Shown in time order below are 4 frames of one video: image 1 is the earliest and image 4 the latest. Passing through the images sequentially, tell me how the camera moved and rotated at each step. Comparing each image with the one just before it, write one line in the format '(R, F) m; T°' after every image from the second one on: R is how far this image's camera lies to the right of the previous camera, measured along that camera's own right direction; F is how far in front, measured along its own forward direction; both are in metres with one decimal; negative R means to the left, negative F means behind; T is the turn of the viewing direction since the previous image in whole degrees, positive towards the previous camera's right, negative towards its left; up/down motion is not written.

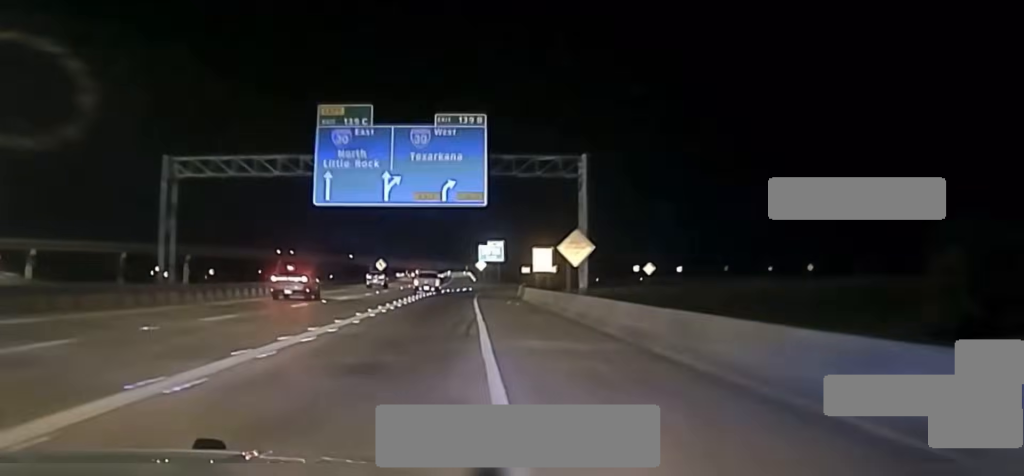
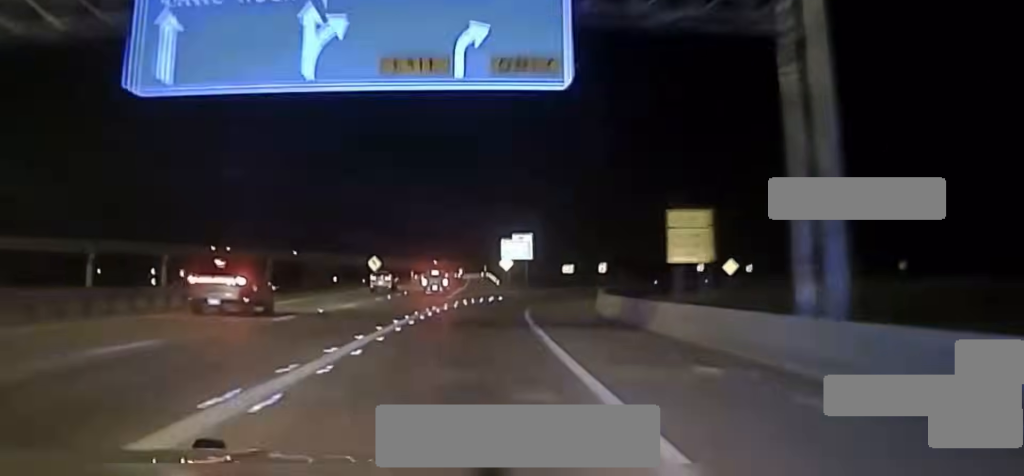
(-0.4, +35.4) m; -1°
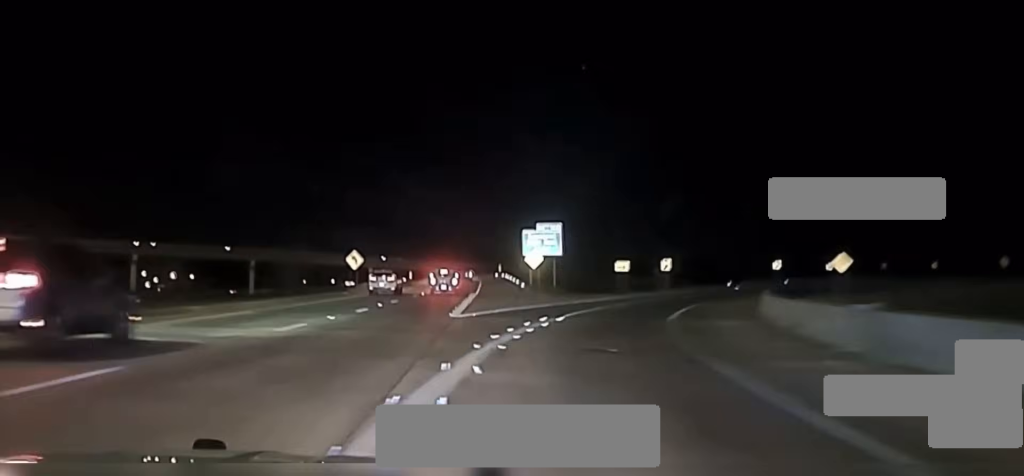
(-0.3, +28.4) m; 0°
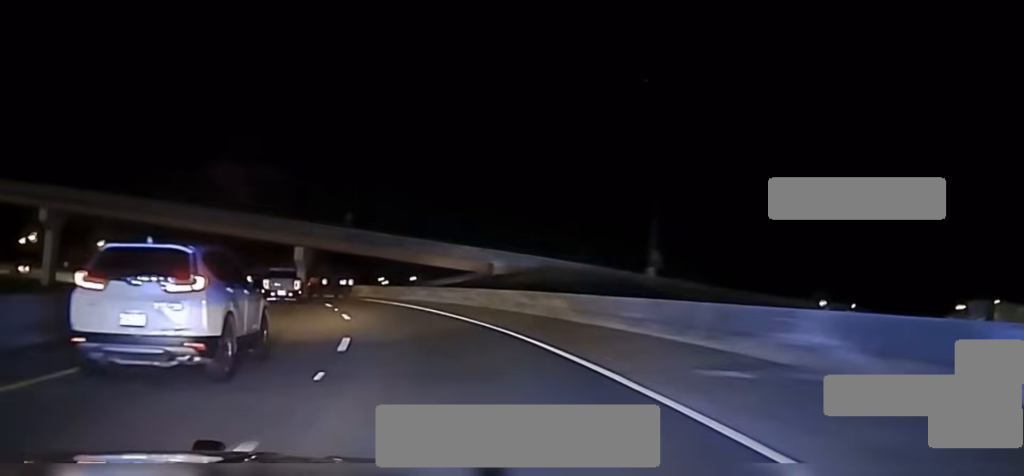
(+0.2, +123.0) m; -7°
